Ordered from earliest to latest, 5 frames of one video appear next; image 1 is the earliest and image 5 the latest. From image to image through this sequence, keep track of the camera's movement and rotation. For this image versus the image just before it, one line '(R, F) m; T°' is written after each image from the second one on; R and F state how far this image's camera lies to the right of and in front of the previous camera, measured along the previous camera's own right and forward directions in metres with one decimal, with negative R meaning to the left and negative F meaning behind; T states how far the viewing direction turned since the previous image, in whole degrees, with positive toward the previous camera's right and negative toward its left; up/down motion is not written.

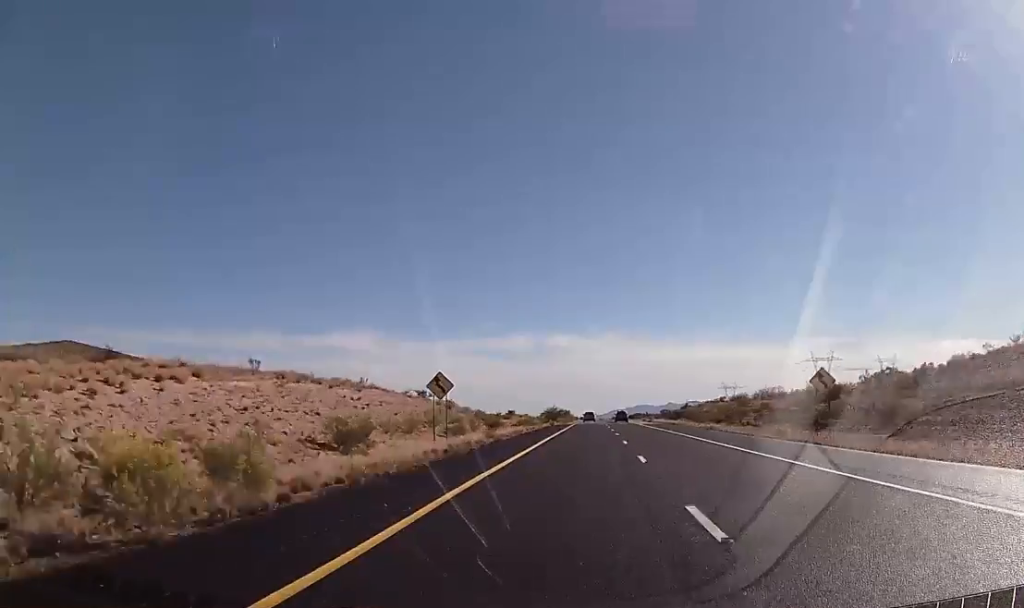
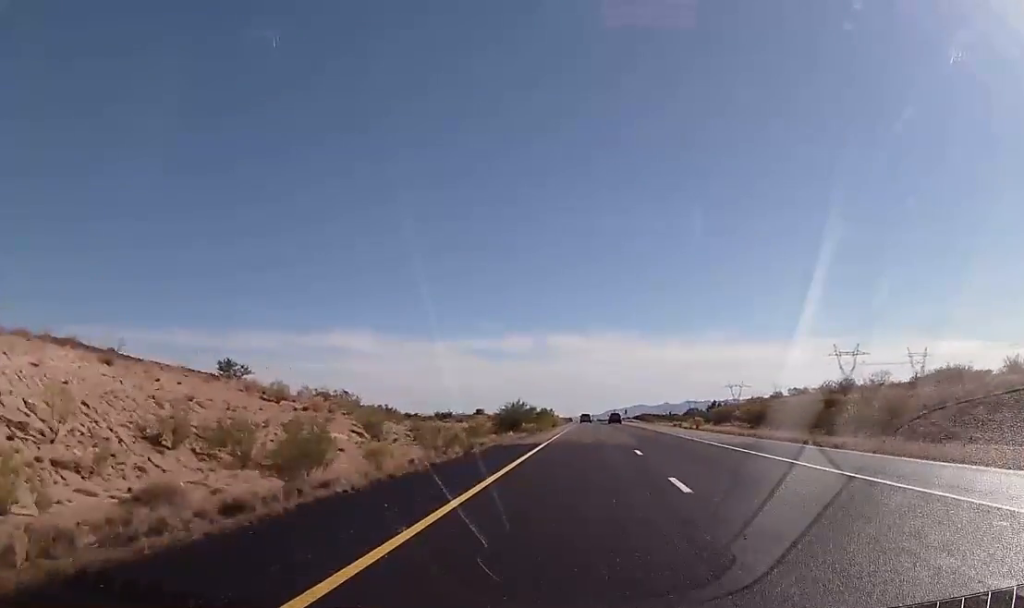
(-0.5, +53.4) m; 0°
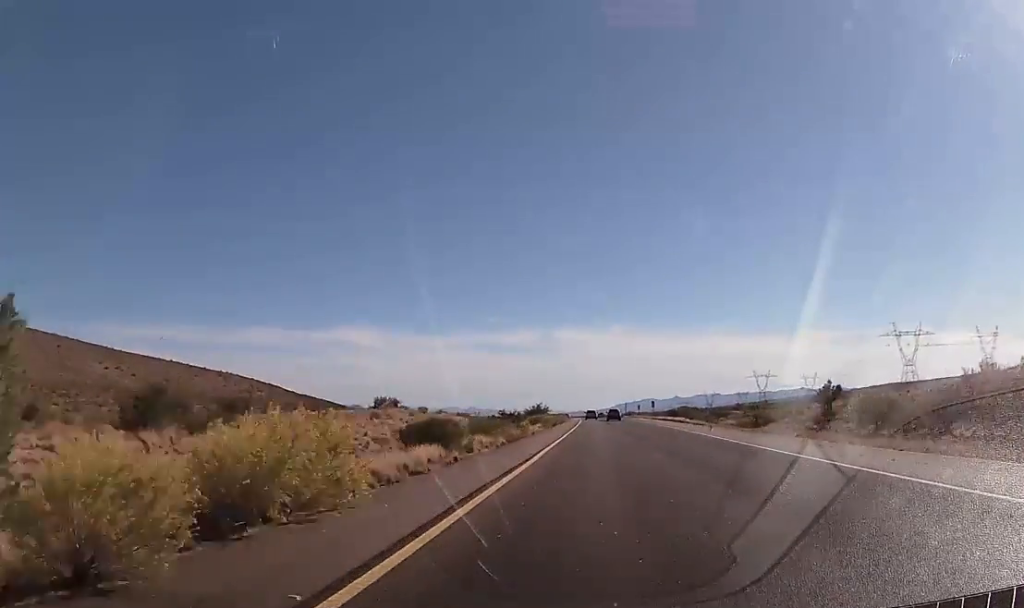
(+0.4, +68.5) m; 0°
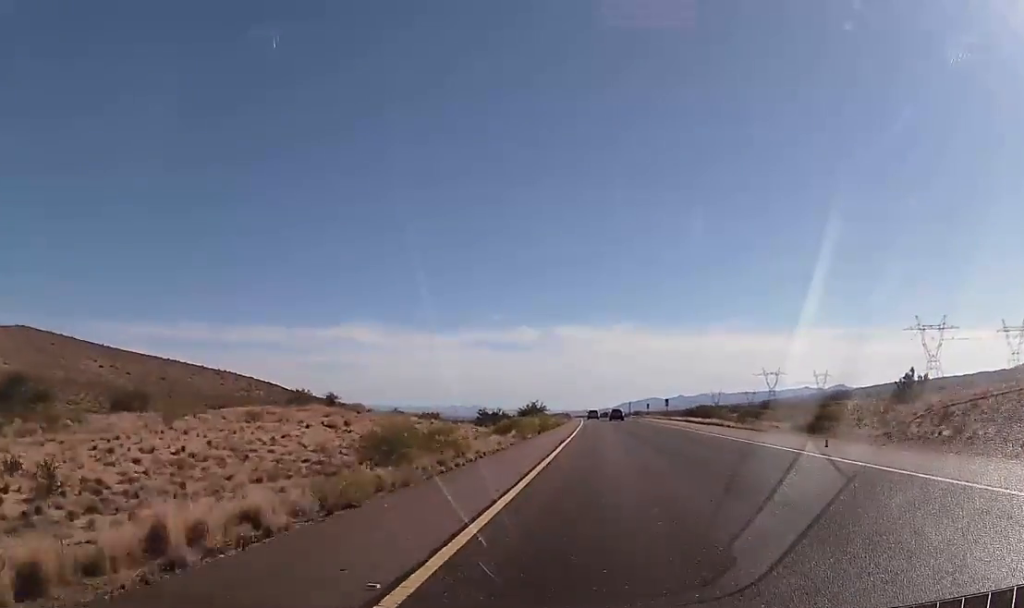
(-0.1, +19.5) m; 0°
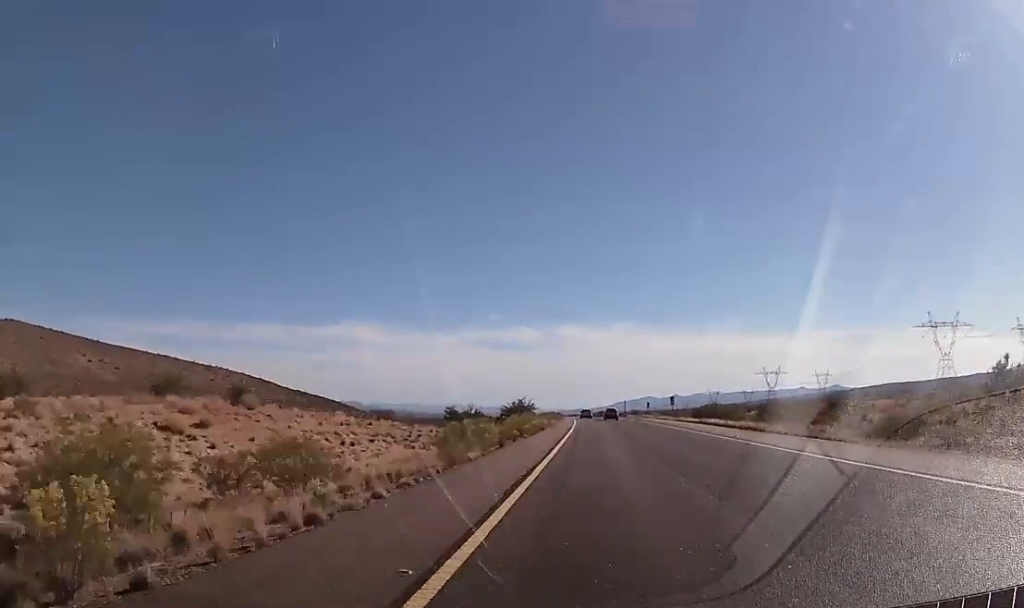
(-0.1, +15.5) m; 0°
